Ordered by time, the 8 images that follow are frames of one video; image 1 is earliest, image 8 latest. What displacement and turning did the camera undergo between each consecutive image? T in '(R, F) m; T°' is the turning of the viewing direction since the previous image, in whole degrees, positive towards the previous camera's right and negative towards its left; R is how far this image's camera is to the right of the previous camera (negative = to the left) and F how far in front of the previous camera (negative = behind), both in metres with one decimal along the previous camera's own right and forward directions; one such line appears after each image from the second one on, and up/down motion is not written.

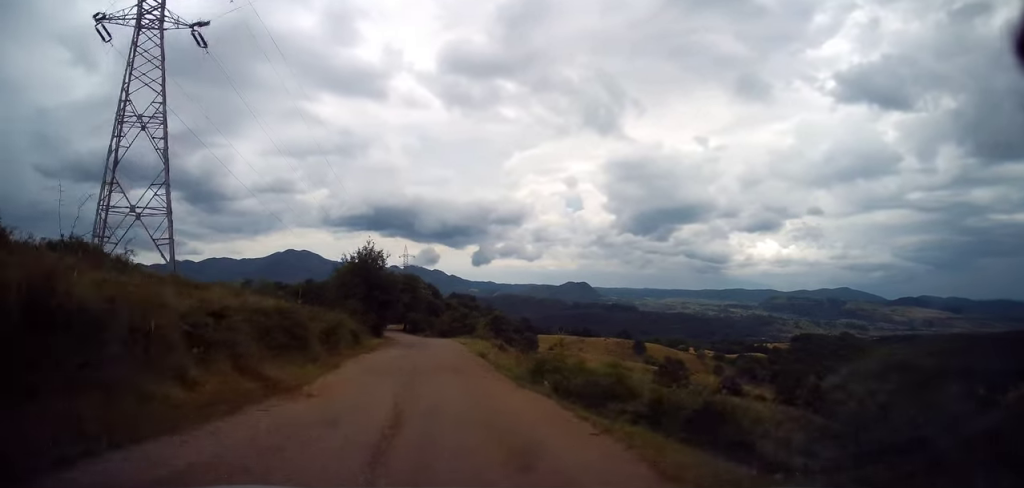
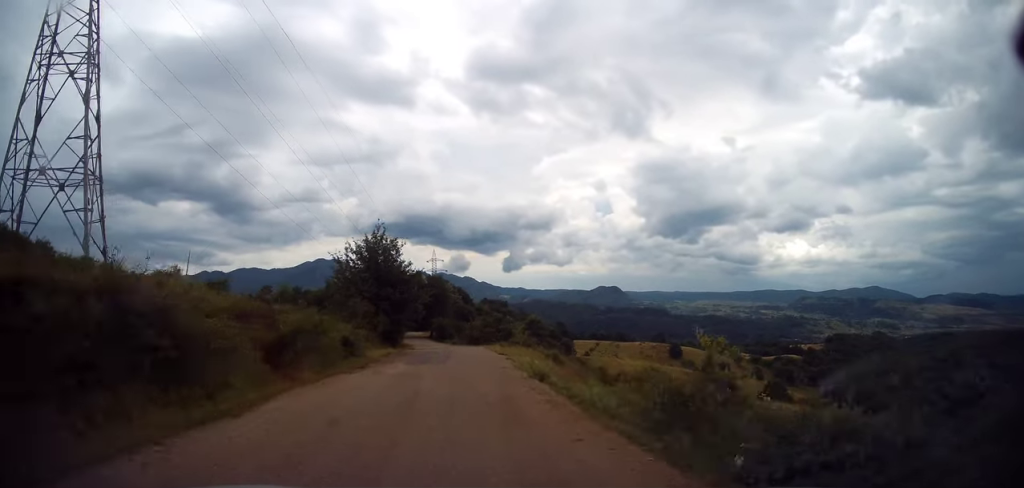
(-0.4, +9.5) m; -1°
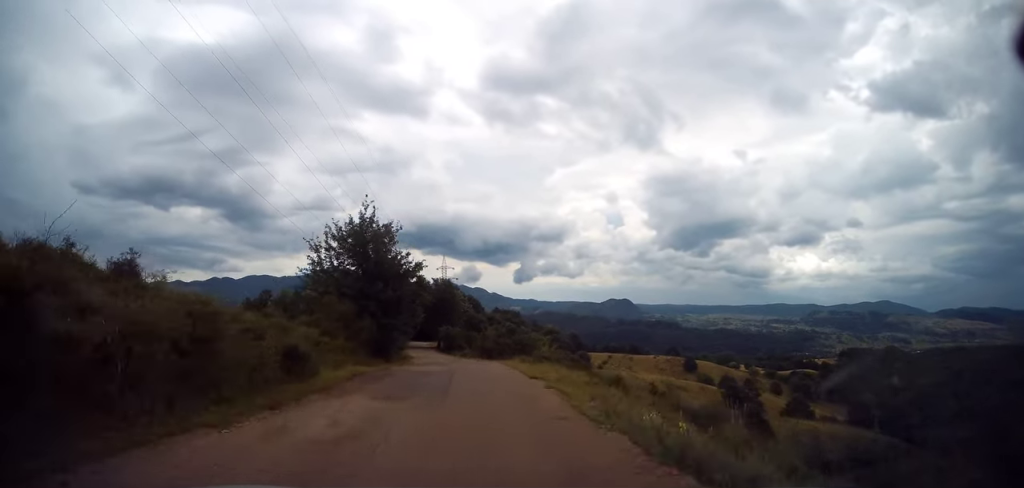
(0.0, +8.4) m; 0°
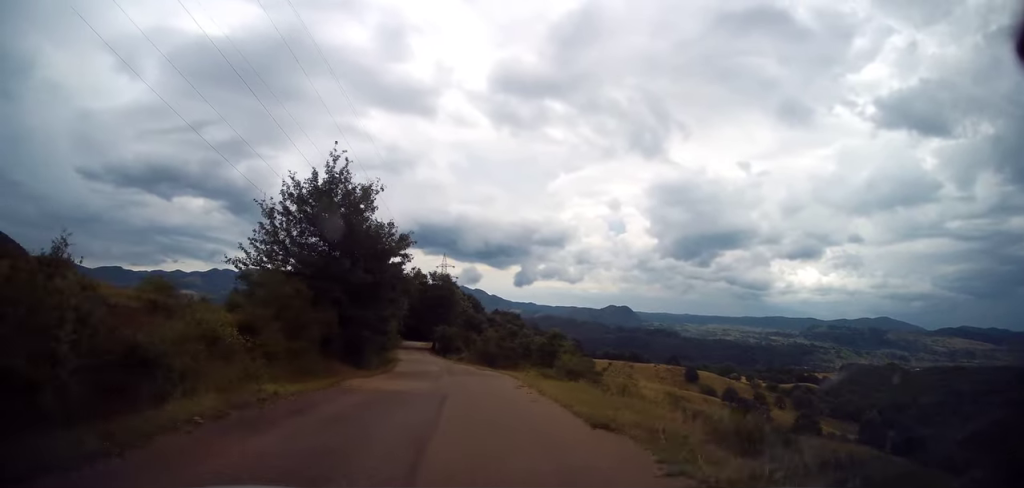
(+0.3, +7.7) m; 0°
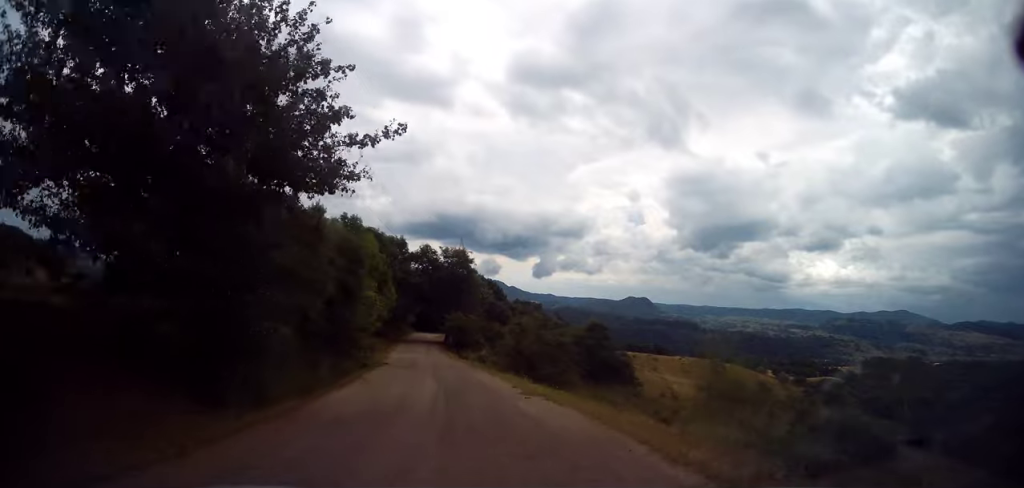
(-0.5, +15.0) m; -5°
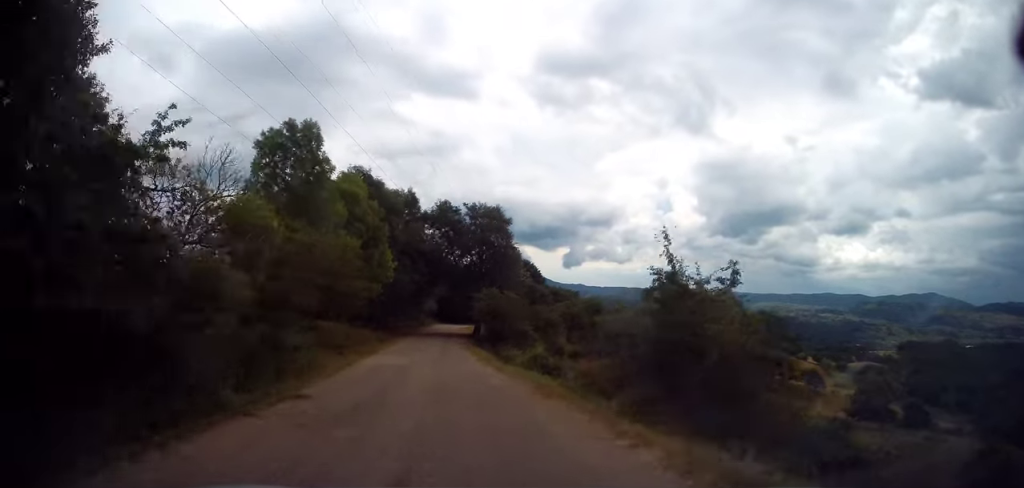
(-0.7, +17.0) m; -2°
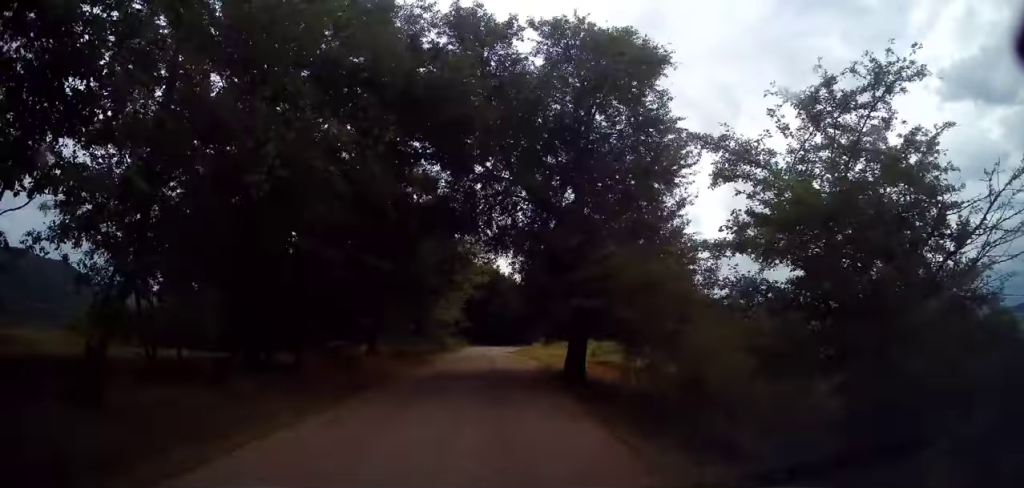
(-0.3, +29.1) m; -2°
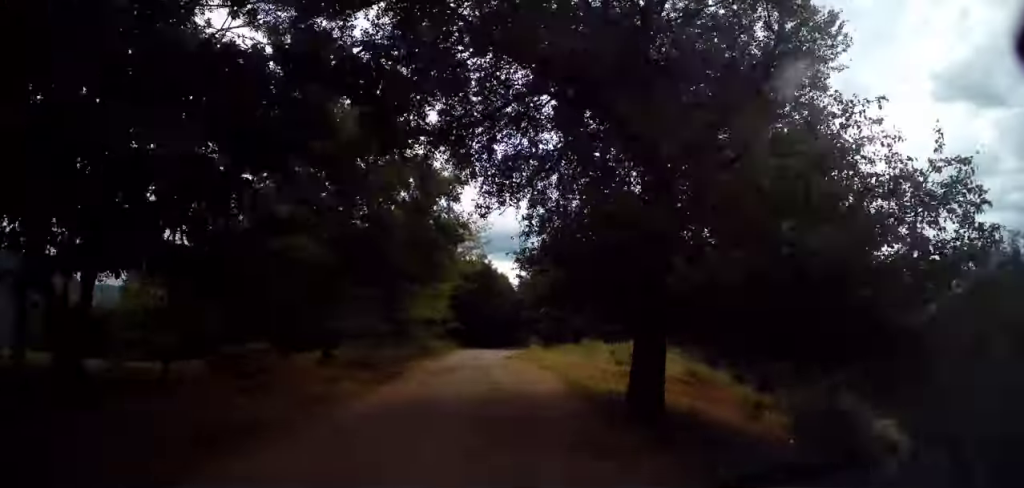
(-0.3, +7.0) m; 0°
